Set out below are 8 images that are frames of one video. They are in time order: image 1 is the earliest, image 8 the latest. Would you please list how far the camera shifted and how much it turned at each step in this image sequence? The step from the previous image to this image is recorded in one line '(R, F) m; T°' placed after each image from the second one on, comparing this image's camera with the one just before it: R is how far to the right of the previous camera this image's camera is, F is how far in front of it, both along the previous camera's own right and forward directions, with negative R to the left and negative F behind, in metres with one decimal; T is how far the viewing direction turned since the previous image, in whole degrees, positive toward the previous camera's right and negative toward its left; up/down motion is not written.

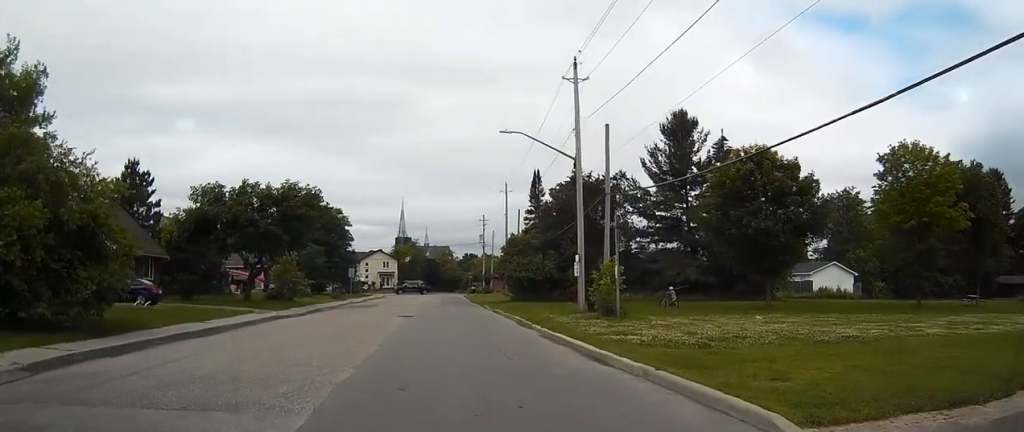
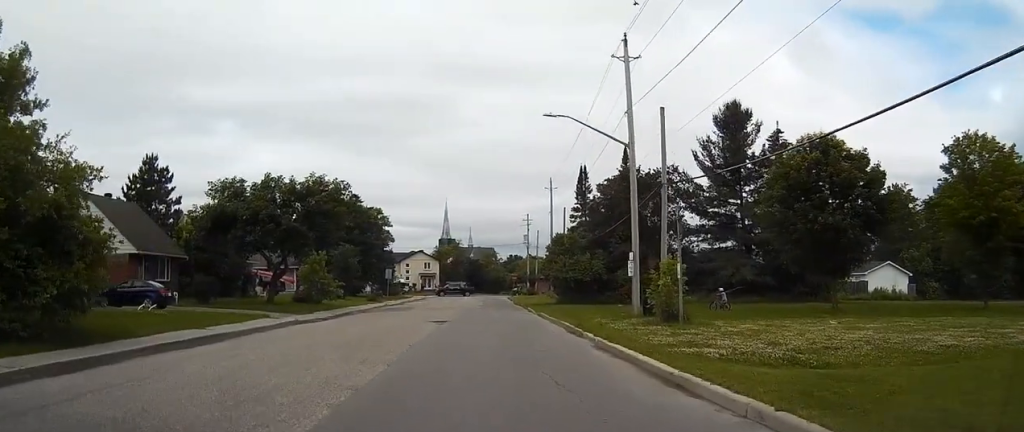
(0.0, +3.6) m; -3°
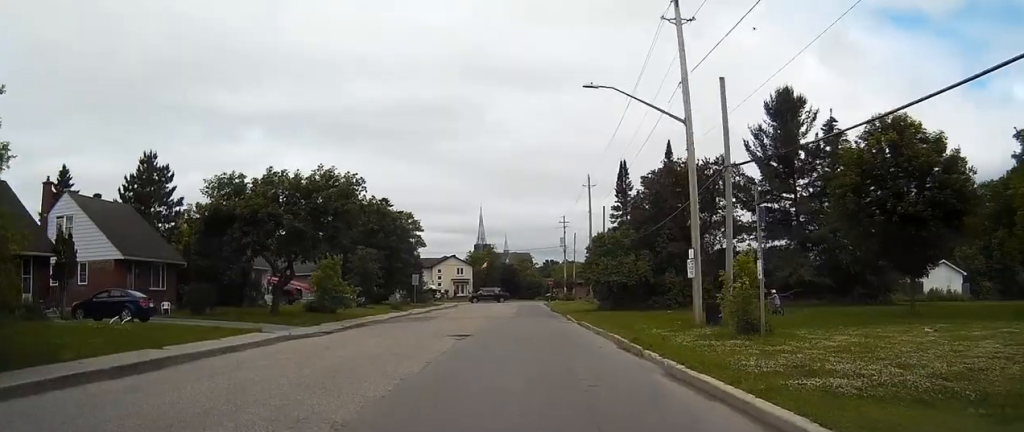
(-0.3, +5.3) m; -2°
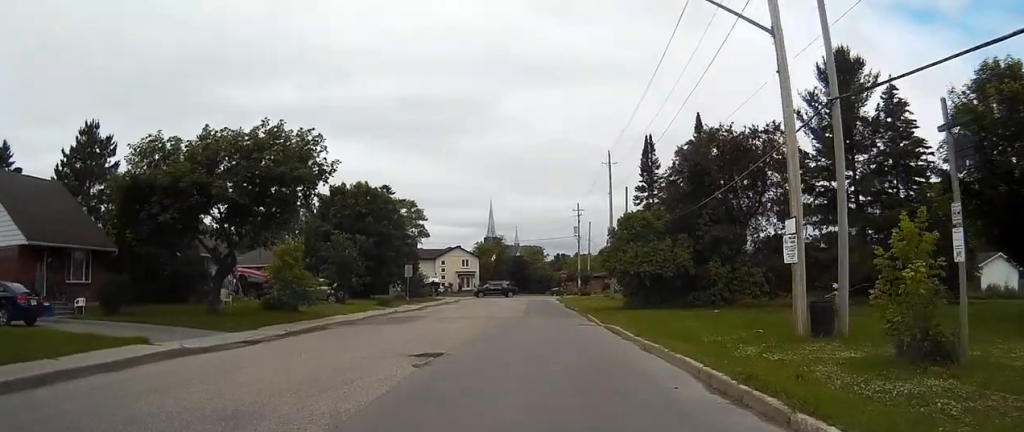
(-0.1, +9.3) m; -1°
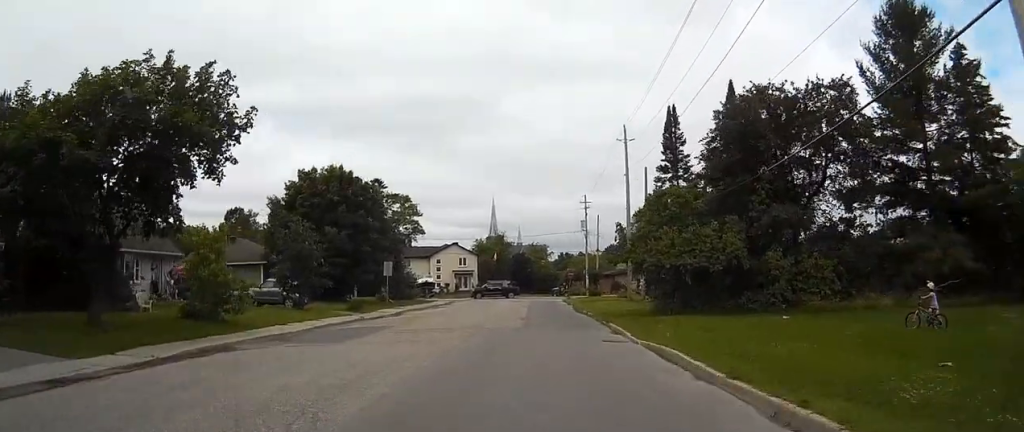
(0.0, +9.5) m; -1°
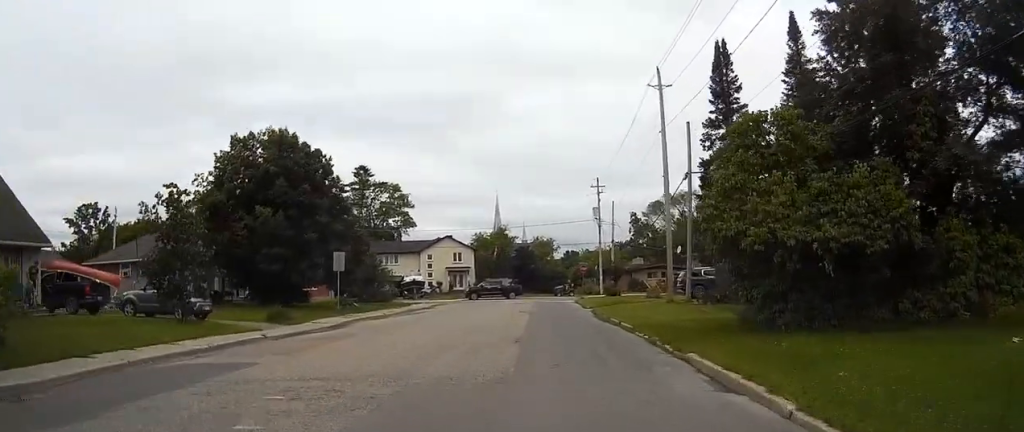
(-0.2, +13.4) m; 0°
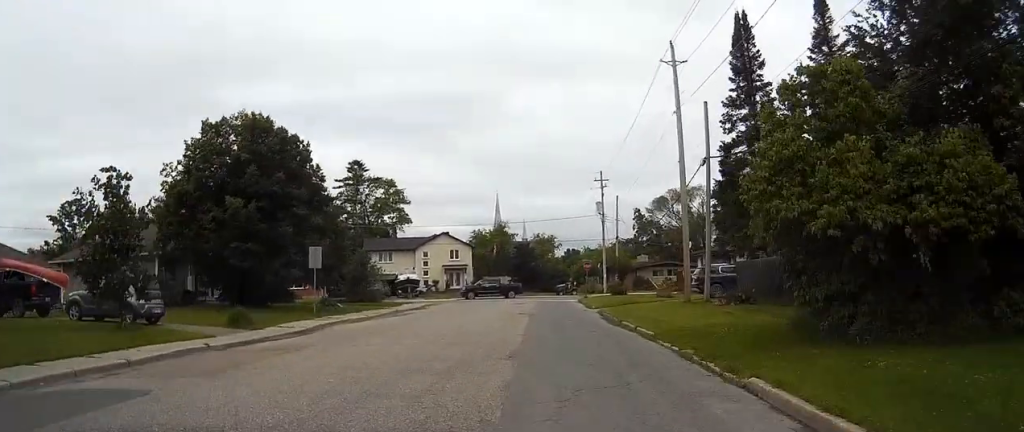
(+0.1, +4.1) m; +1°
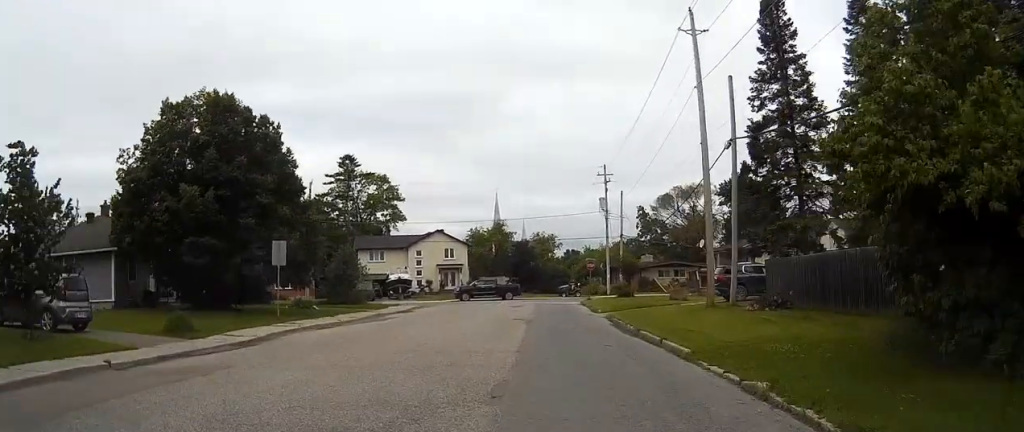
(0.0, +4.7) m; +1°
